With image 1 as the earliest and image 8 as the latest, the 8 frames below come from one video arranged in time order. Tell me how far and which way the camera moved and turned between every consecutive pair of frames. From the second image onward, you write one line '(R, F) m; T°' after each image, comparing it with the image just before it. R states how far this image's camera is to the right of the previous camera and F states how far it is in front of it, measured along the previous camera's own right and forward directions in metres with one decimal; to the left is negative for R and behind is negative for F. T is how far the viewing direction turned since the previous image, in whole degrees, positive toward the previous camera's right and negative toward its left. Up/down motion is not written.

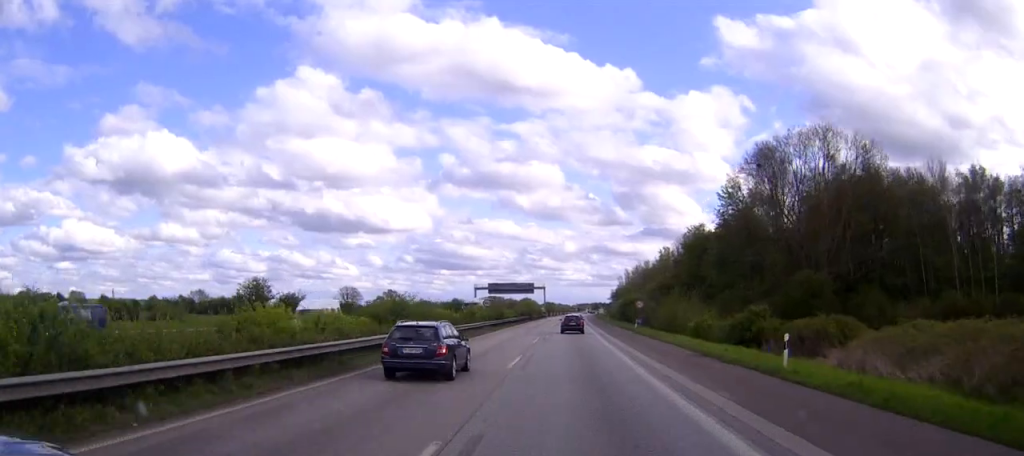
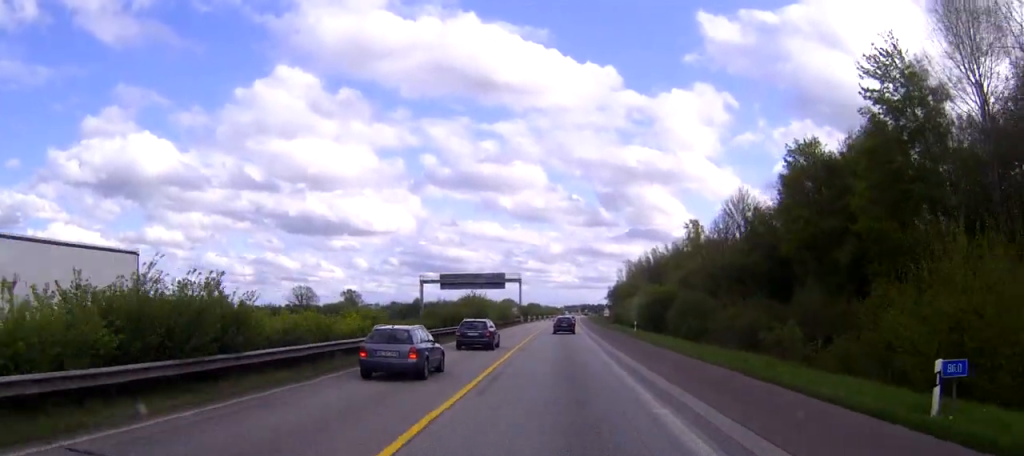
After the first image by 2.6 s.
(+0.6, +60.1) m; +1°
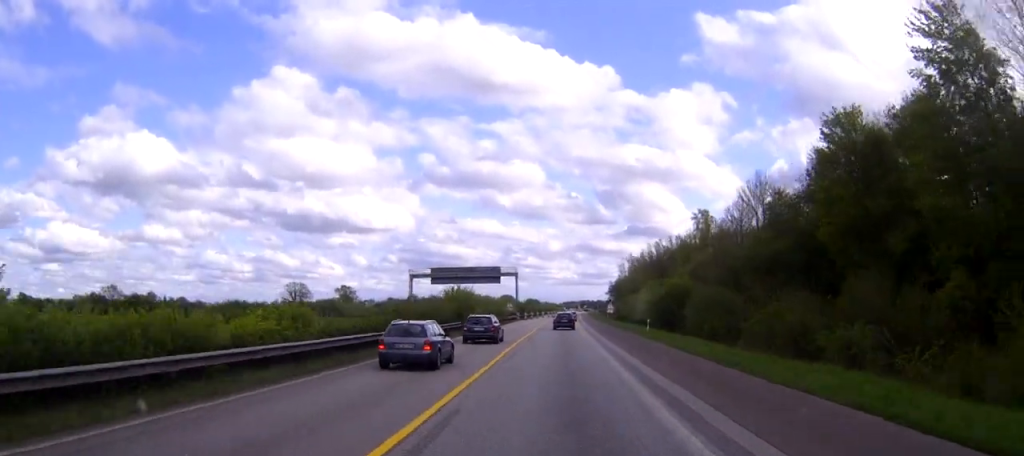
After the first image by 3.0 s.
(0.0, +9.4) m; 0°
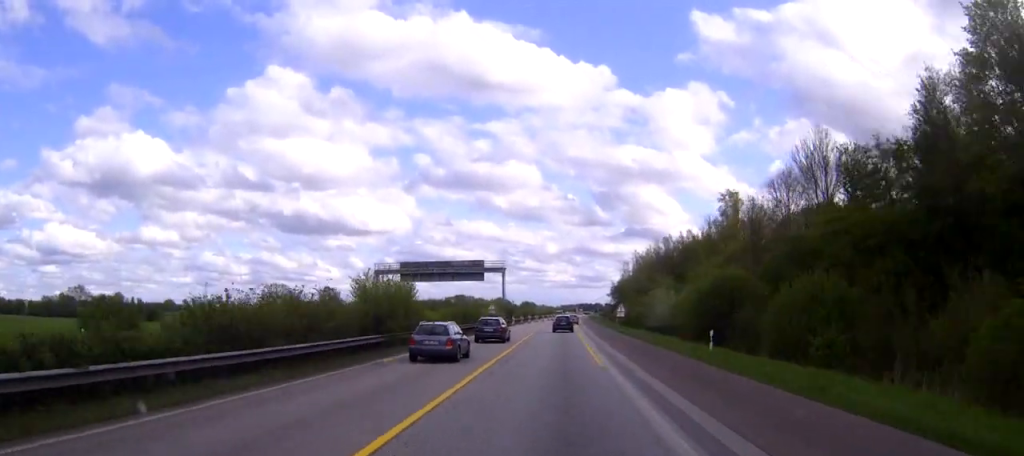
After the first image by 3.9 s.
(0.0, +22.7) m; 0°
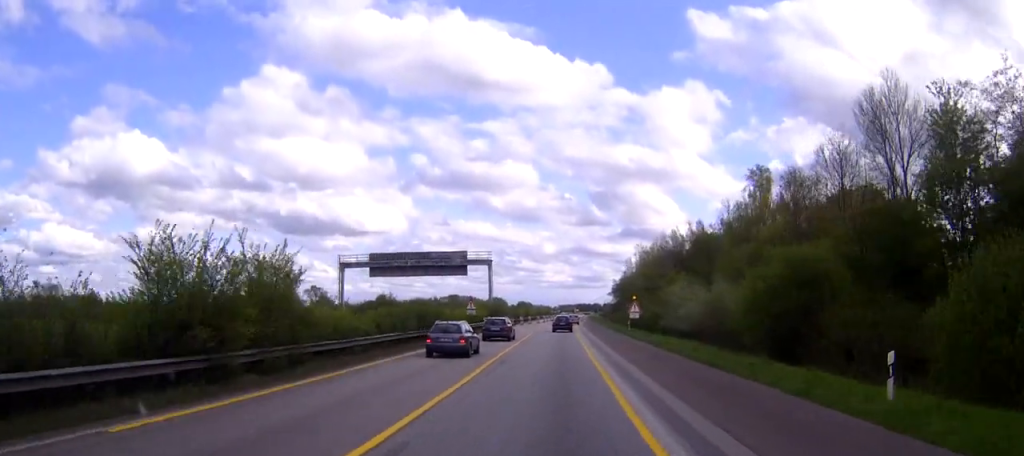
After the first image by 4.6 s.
(+0.1, +16.5) m; 0°
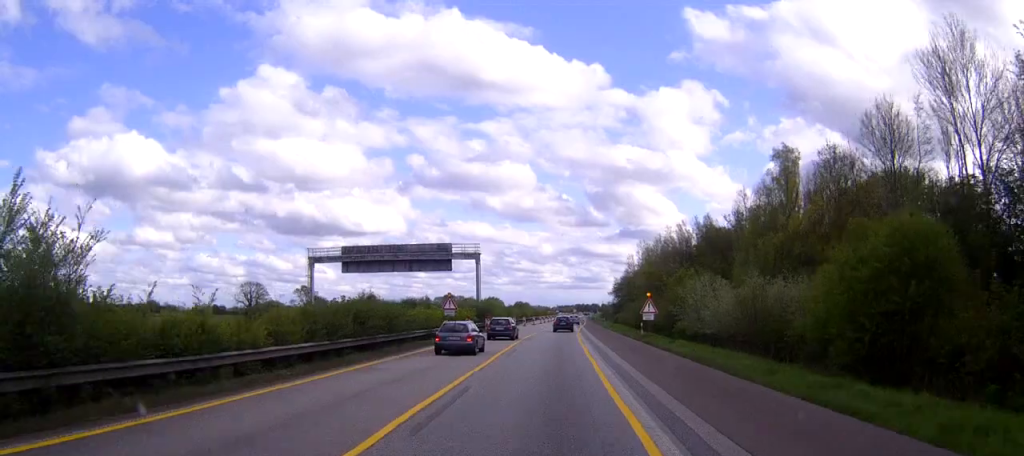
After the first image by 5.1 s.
(0.0, +11.0) m; 0°
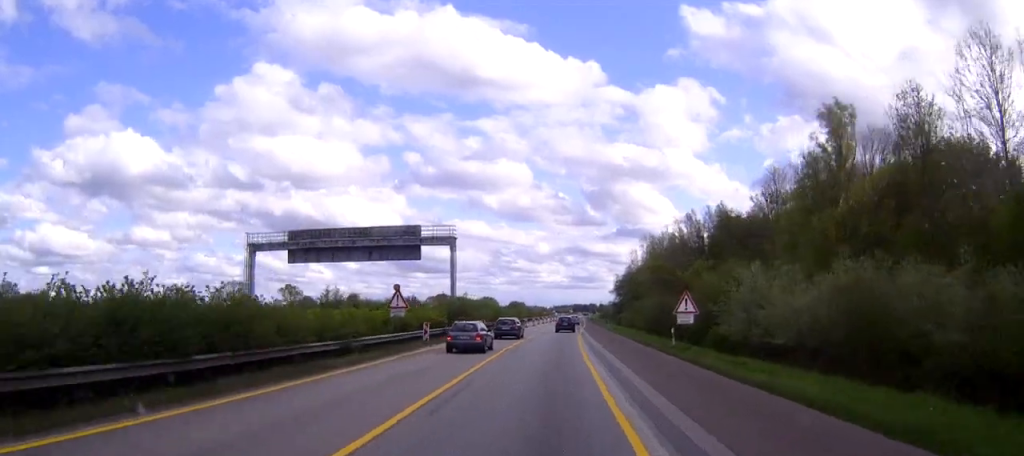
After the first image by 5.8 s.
(0.0, +15.8) m; 0°
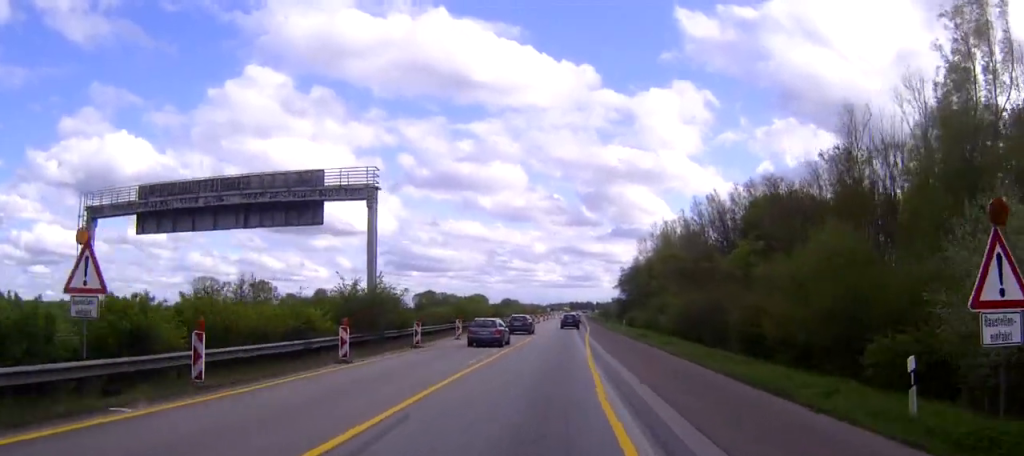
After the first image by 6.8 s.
(+0.1, +25.5) m; 0°
